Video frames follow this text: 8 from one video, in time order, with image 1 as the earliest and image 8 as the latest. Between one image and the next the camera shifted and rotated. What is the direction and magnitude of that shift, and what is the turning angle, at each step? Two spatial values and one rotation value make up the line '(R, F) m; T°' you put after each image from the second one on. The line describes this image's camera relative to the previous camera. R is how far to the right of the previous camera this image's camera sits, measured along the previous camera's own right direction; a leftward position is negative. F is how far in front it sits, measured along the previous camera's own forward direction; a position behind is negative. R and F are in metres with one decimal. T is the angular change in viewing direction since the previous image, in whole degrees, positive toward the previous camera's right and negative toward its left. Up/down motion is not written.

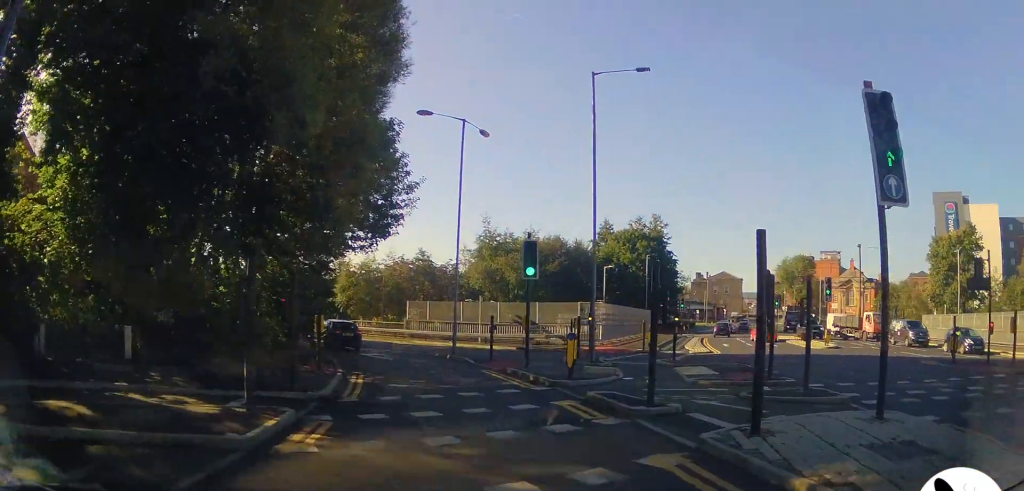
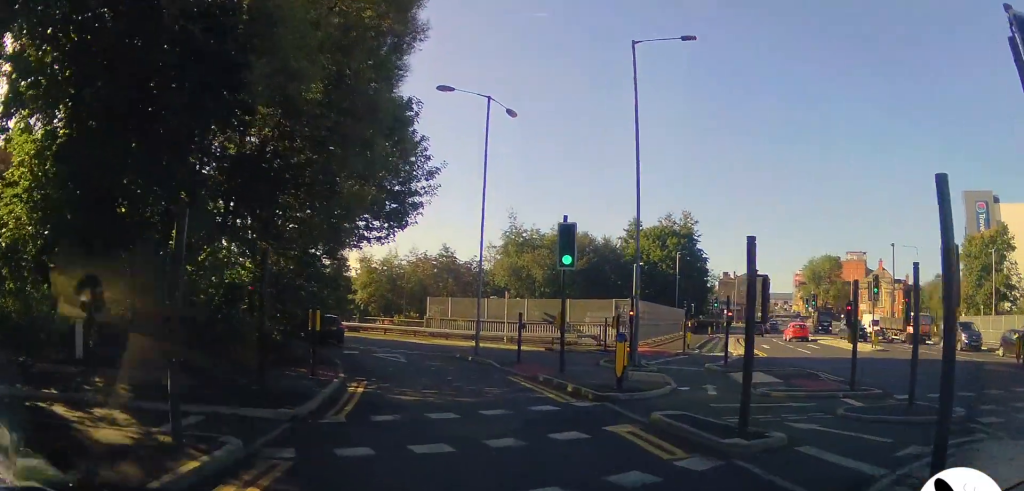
(0.0, +2.5) m; -2°
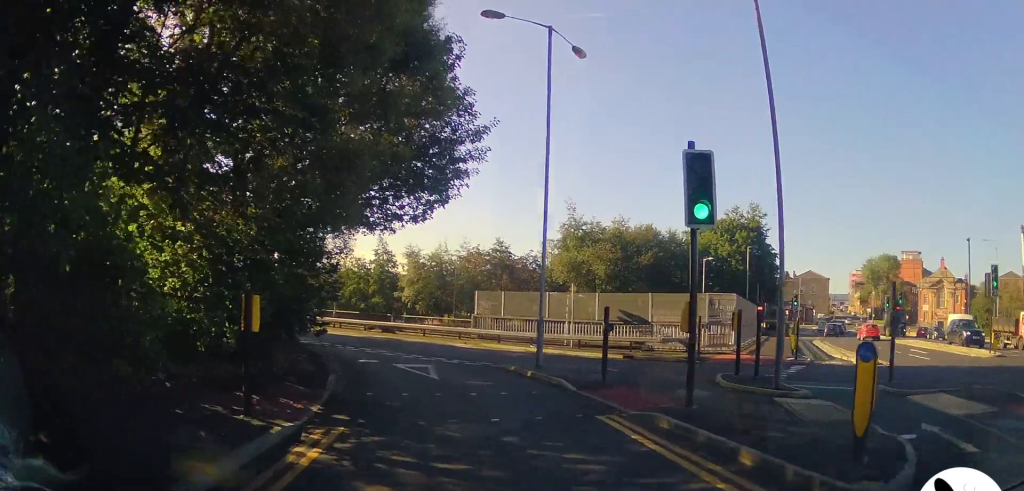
(-0.3, +5.9) m; -6°
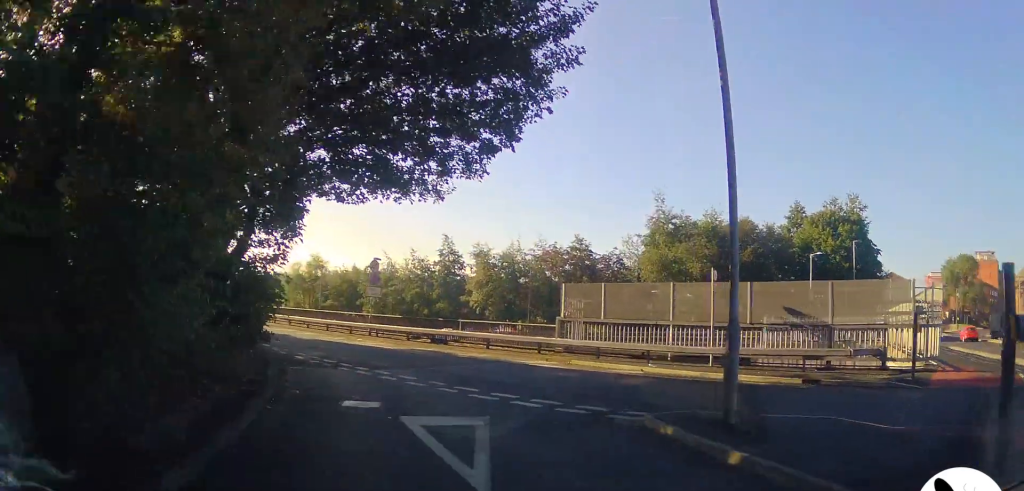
(-0.8, +8.9) m; -12°
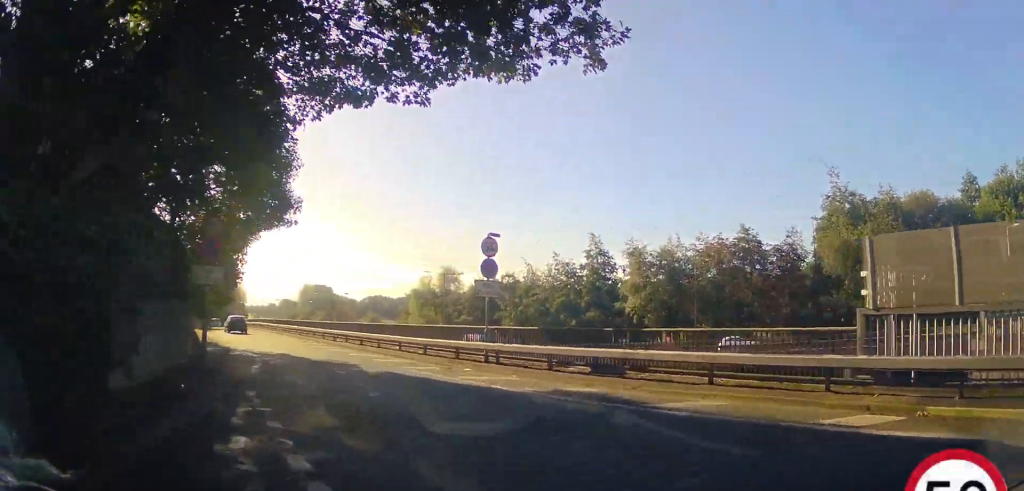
(-1.5, +10.9) m; -17°
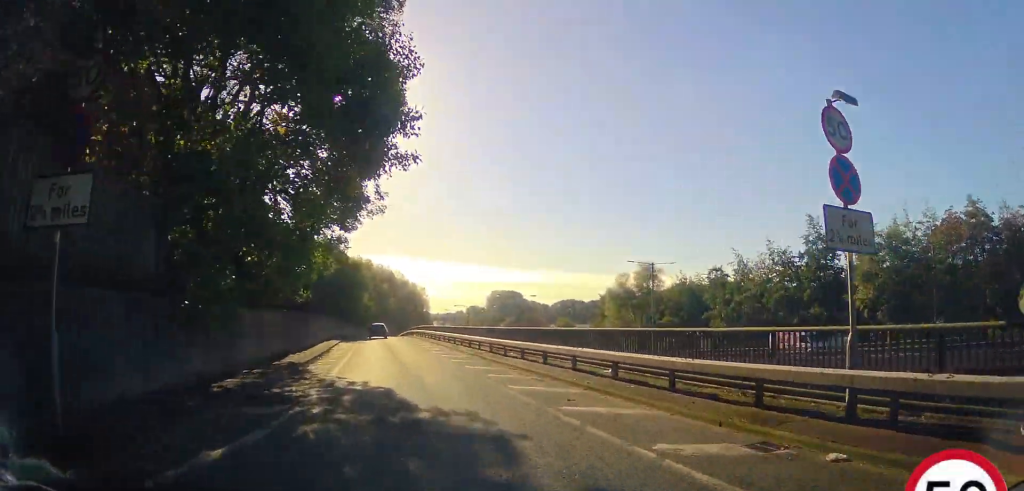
(-1.9, +10.3) m; -18°
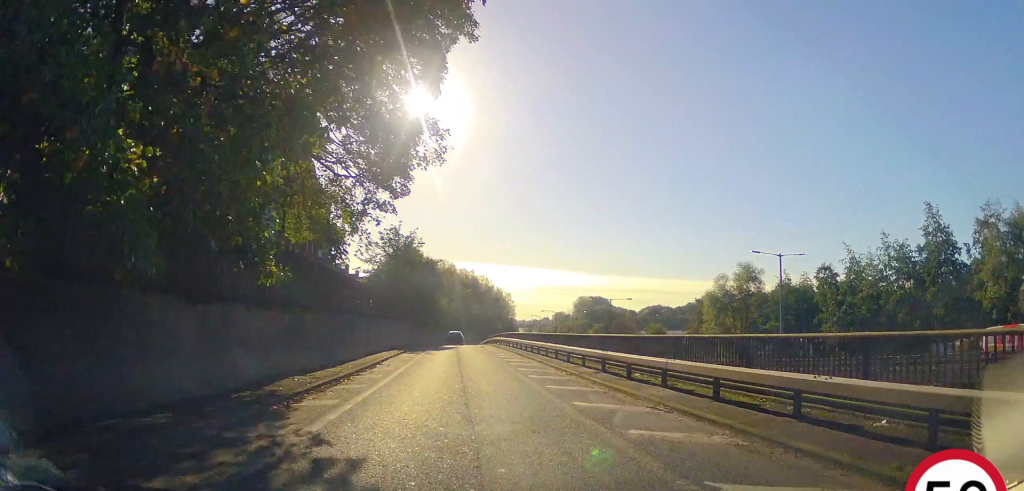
(-0.6, +7.4) m; -5°
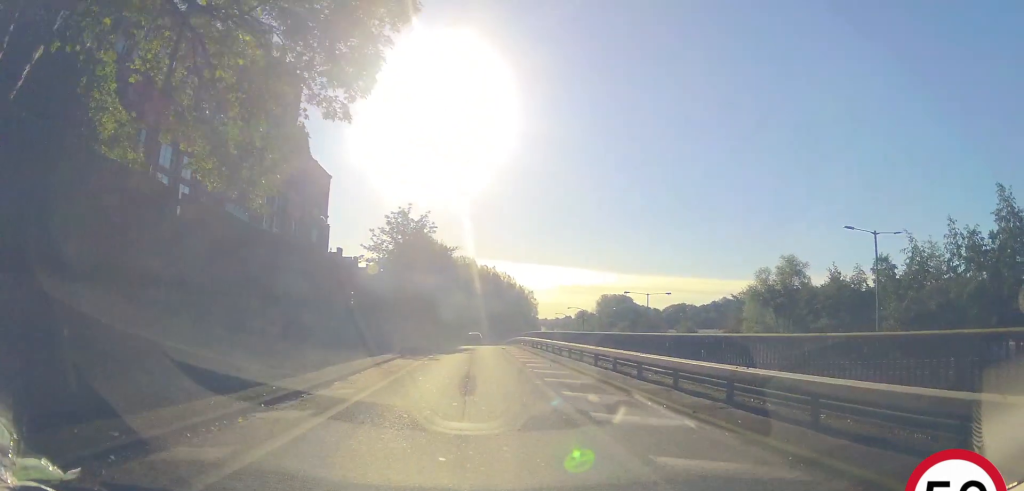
(0.0, +7.8) m; -1°
